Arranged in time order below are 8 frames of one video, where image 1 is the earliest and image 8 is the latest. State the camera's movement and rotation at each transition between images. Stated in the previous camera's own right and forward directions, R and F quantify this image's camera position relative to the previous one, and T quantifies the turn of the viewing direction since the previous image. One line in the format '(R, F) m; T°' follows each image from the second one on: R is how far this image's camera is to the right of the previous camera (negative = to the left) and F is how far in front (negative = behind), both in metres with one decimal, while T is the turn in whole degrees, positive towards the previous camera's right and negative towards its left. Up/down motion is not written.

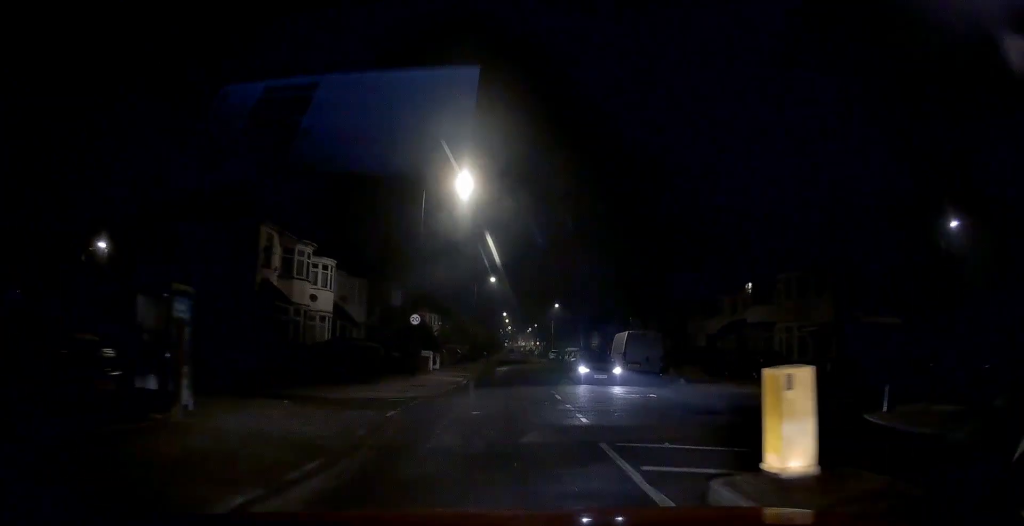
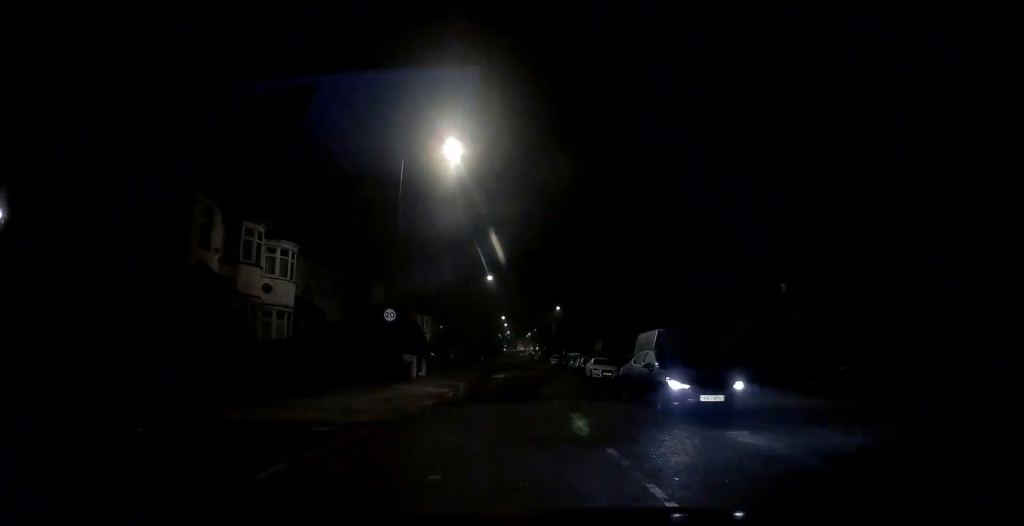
(0.0, +6.6) m; 0°
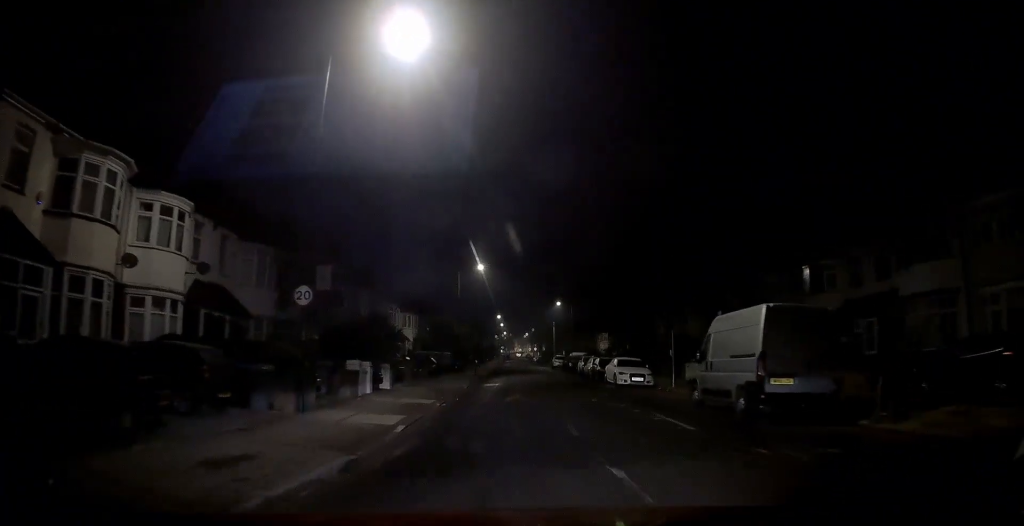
(+0.2, +11.0) m; +1°
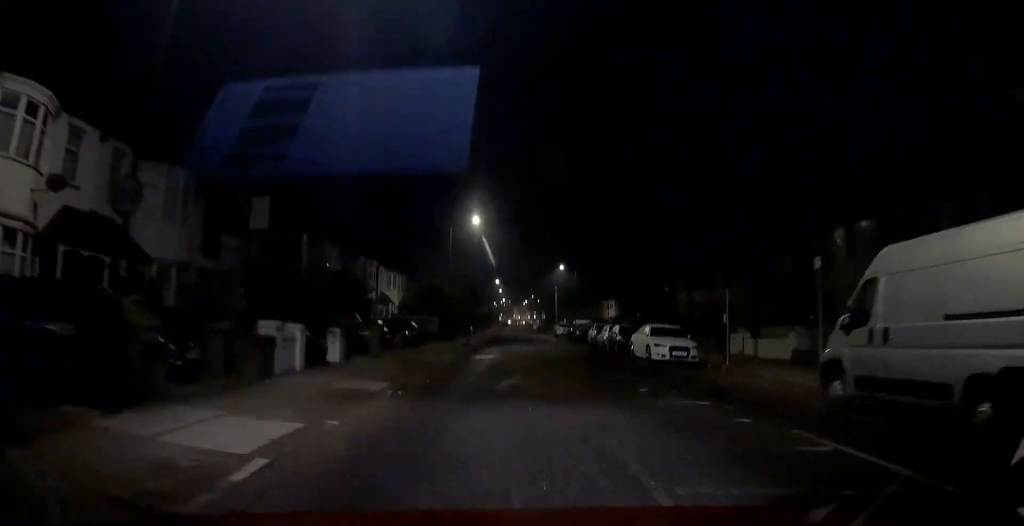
(0.0, +7.5) m; 0°
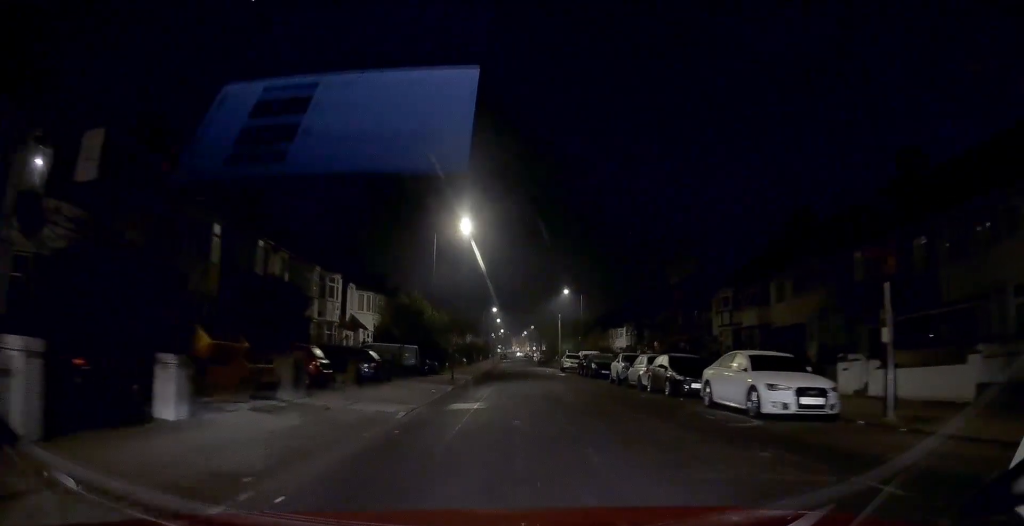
(0.0, +9.6) m; 0°
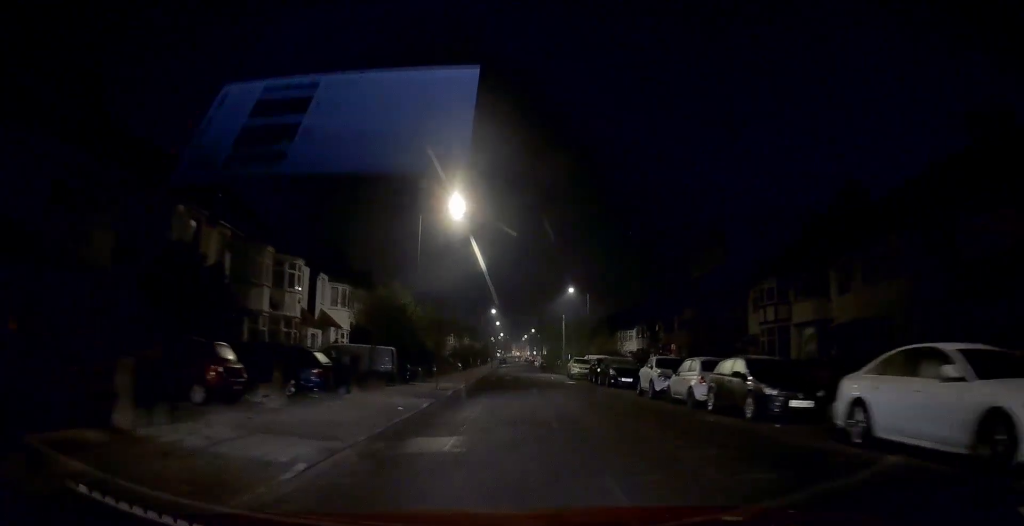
(0.0, +6.7) m; 0°
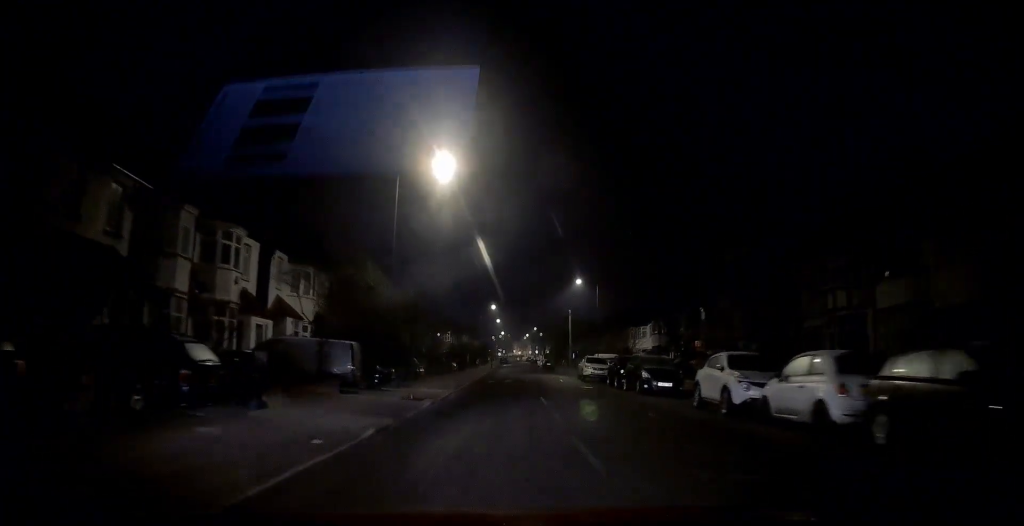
(-0.1, +7.3) m; -1°
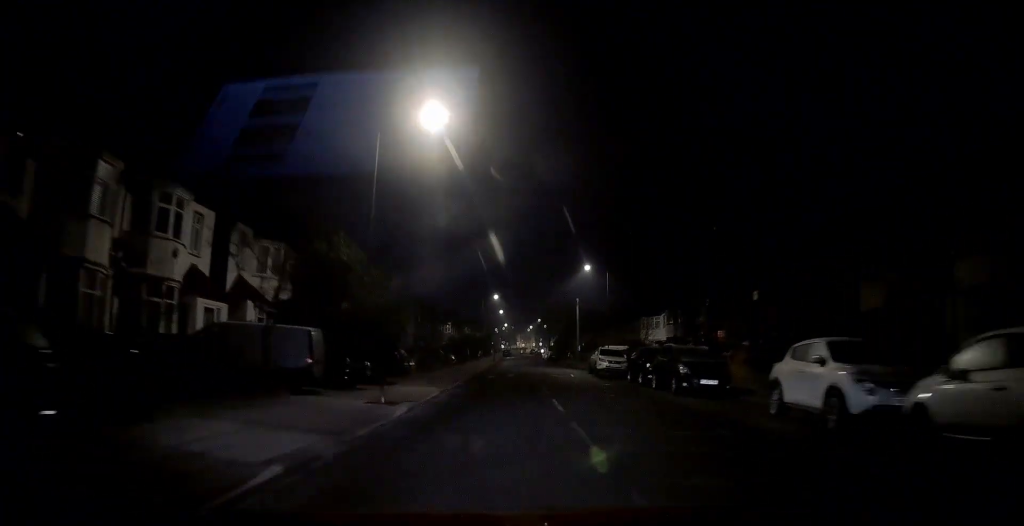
(0.0, +4.8) m; 0°
